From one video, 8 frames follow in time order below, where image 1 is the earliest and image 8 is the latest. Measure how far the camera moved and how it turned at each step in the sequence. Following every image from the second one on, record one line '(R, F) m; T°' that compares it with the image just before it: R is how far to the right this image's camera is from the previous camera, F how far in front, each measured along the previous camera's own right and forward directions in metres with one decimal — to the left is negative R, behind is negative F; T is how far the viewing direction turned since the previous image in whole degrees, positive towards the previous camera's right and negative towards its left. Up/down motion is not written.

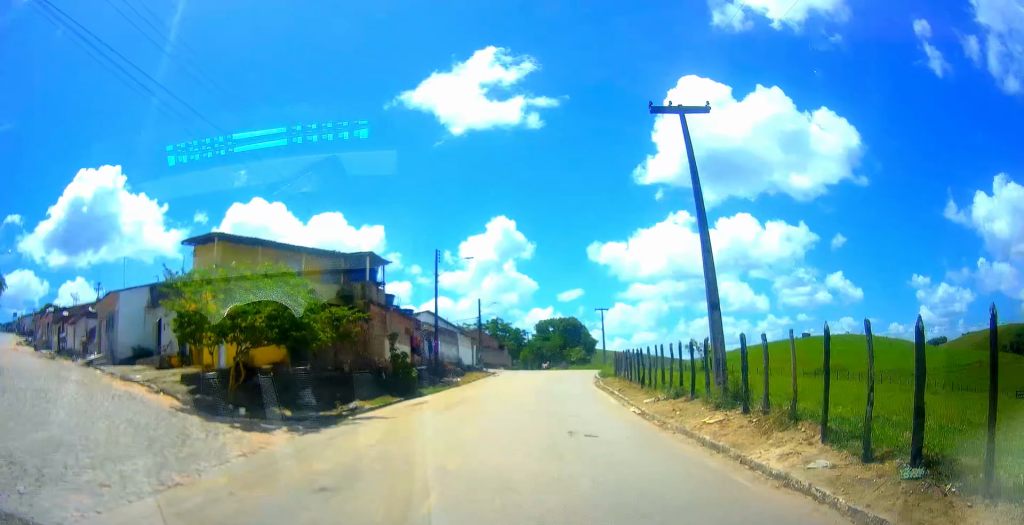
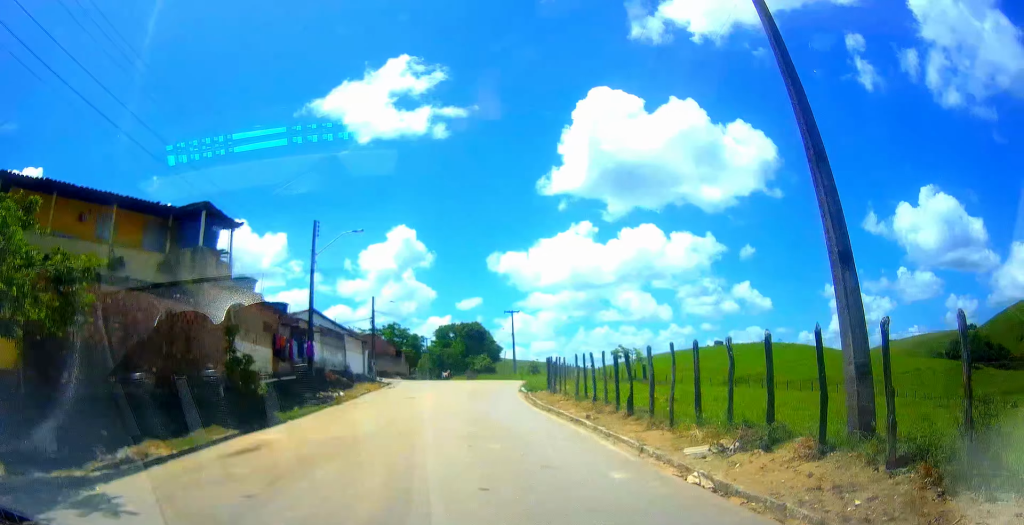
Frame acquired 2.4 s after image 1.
(+0.1, +9.4) m; +2°
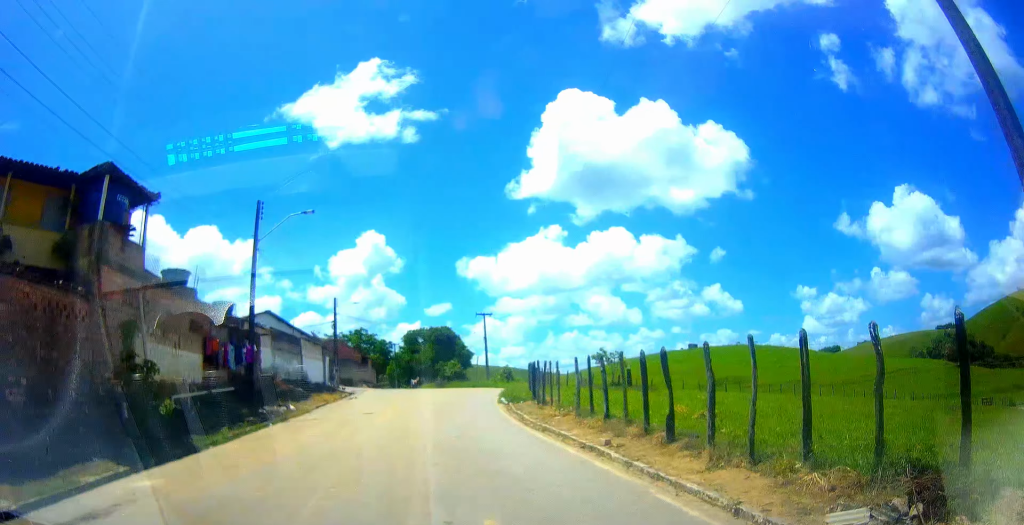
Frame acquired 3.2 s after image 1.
(+0.3, +3.6) m; +7°
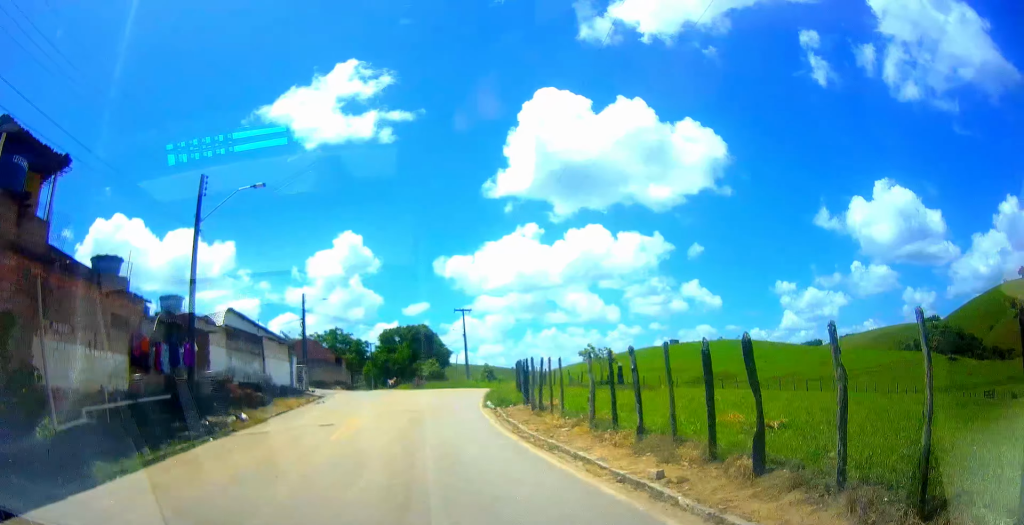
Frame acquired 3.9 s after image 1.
(+0.2, +3.1) m; +2°
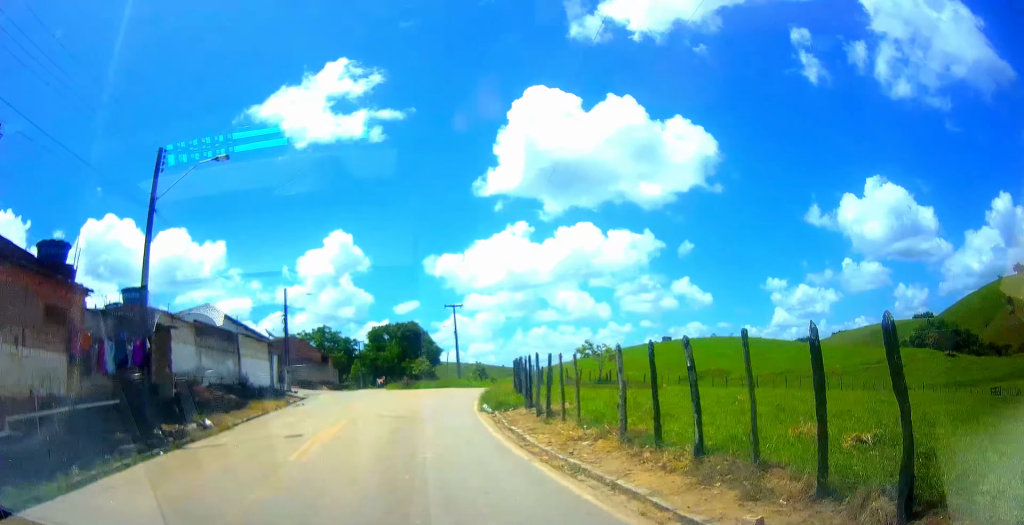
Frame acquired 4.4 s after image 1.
(+0.1, +2.3) m; 0°
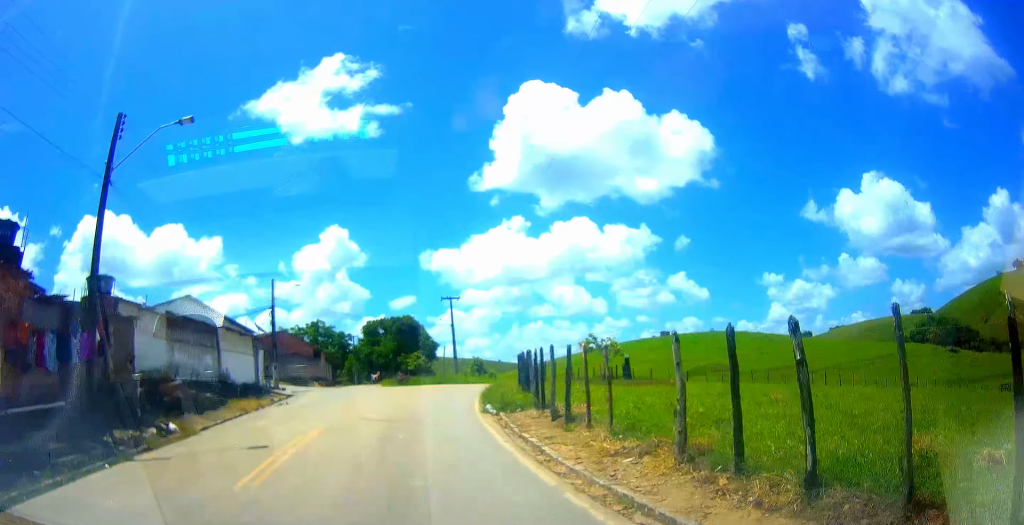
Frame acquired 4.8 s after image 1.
(-0.1, +2.2) m; 0°
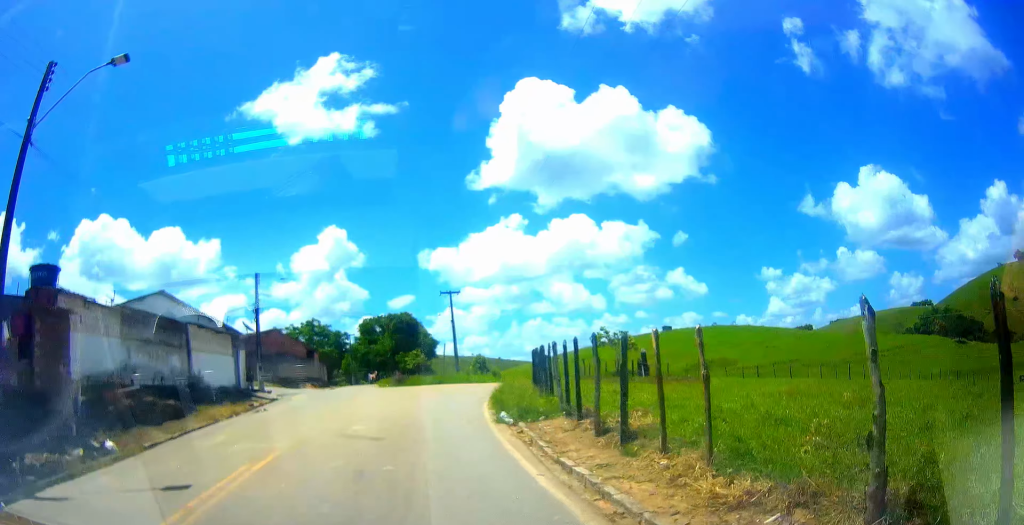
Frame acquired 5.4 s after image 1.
(-0.2, +3.1) m; 0°
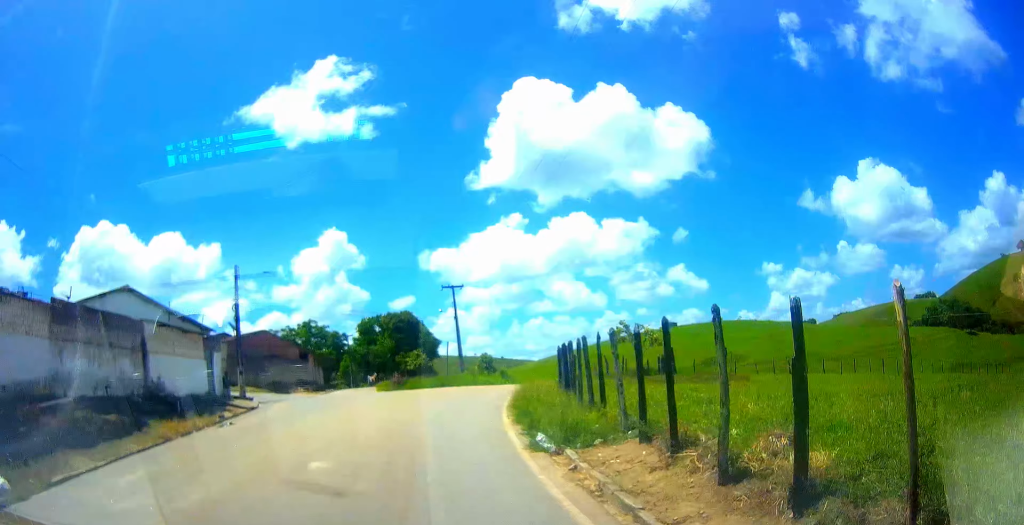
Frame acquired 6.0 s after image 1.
(+0.1, +3.9) m; +1°
